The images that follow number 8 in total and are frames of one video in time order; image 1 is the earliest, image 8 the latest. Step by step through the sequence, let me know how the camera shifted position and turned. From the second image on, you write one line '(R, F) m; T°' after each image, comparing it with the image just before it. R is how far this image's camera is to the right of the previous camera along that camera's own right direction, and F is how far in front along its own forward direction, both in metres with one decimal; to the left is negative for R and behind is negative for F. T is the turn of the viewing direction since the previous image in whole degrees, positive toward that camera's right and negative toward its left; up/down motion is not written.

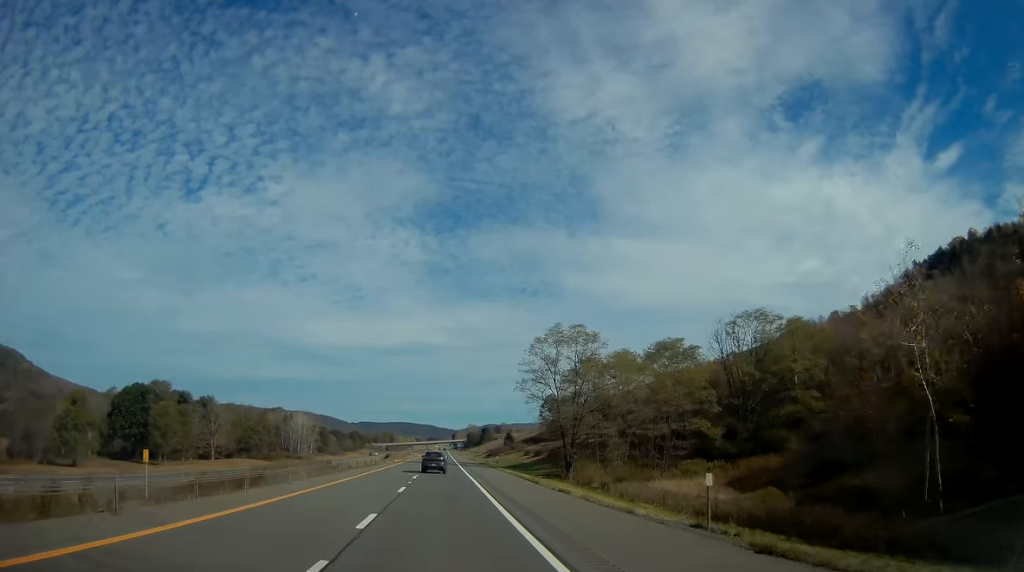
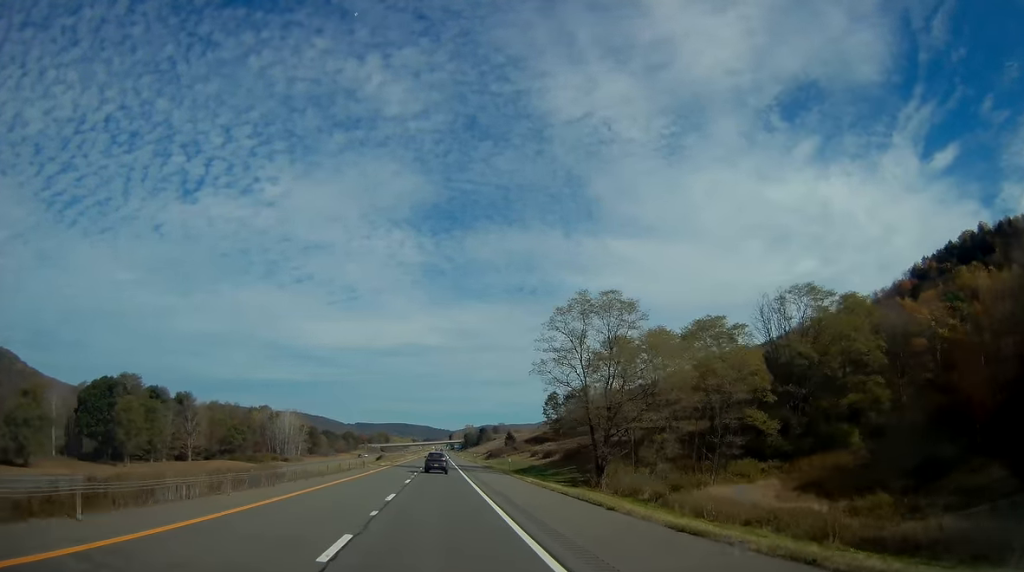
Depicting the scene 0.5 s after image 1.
(+0.1, +16.3) m; 0°
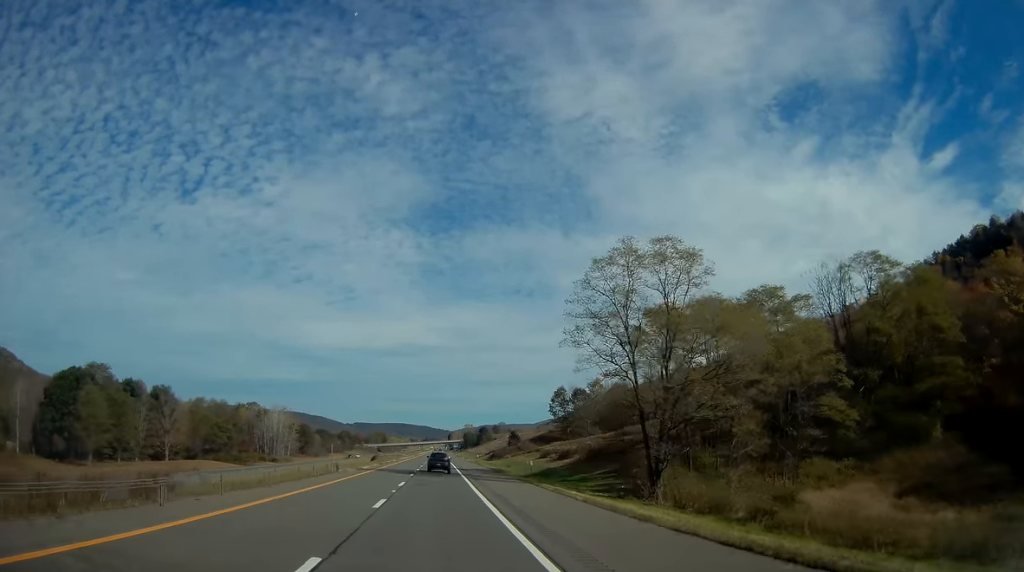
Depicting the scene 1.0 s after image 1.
(-0.1, +15.3) m; 0°
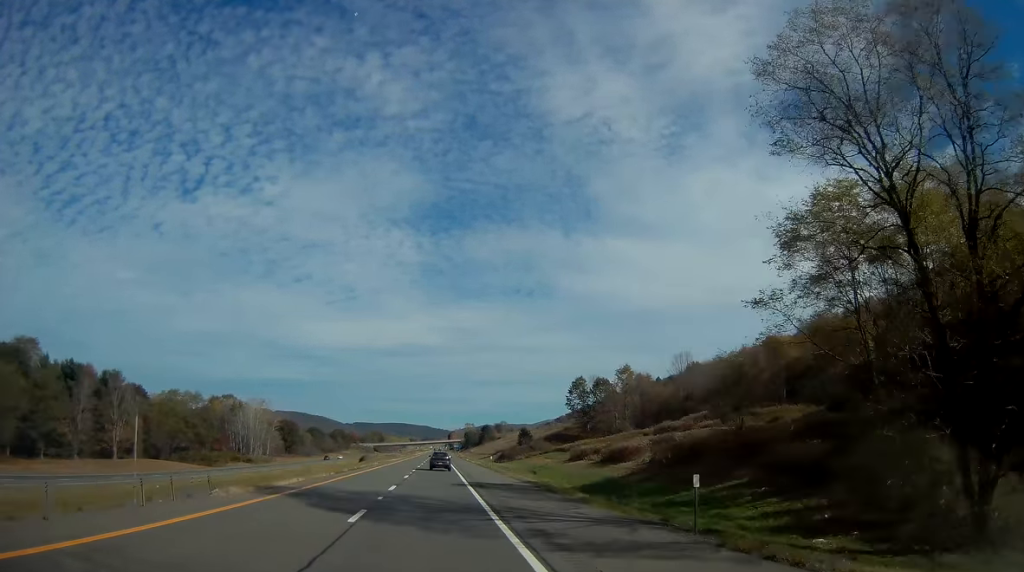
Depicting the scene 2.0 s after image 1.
(-0.1, +28.5) m; 0°
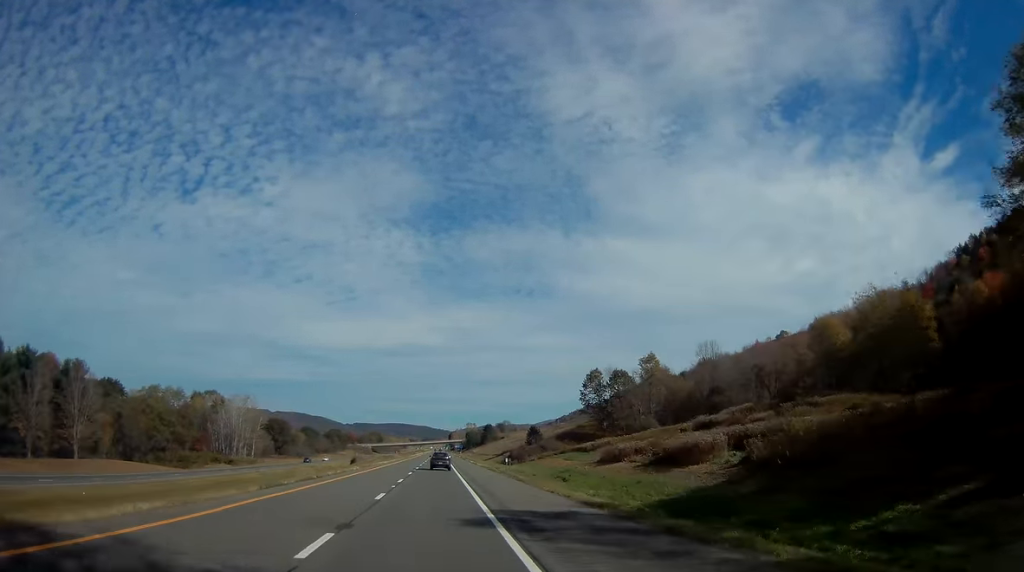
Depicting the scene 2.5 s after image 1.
(+0.1, +17.3) m; 0°
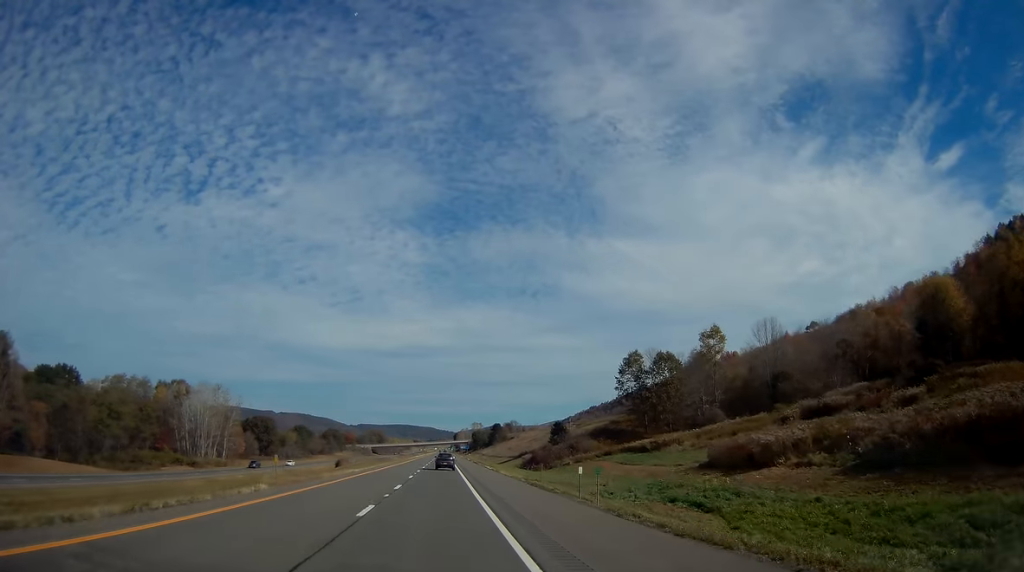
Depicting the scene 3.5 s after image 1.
(0.0, +29.5) m; -1°
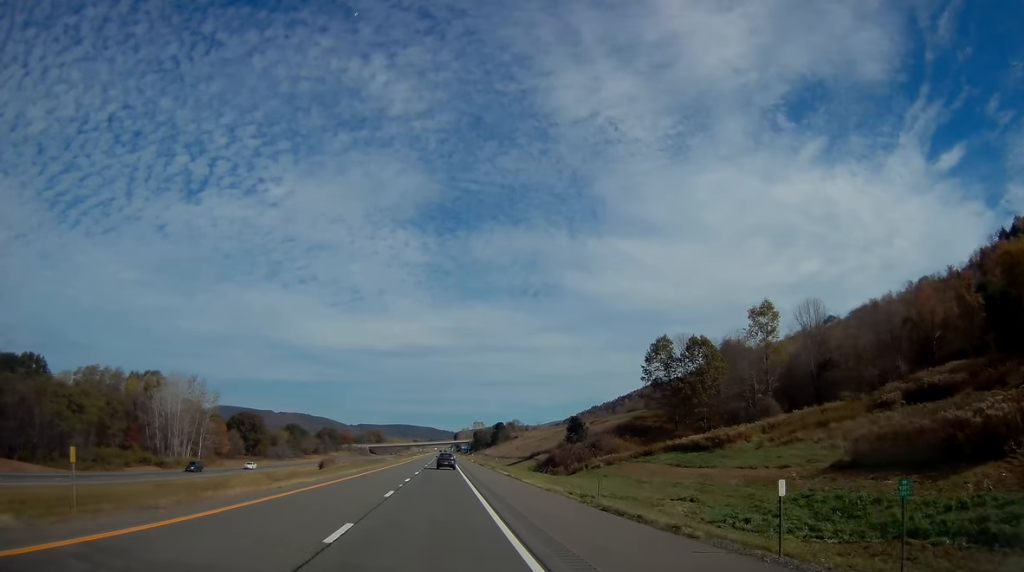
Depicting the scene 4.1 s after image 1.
(-0.1, +17.3) m; 0°
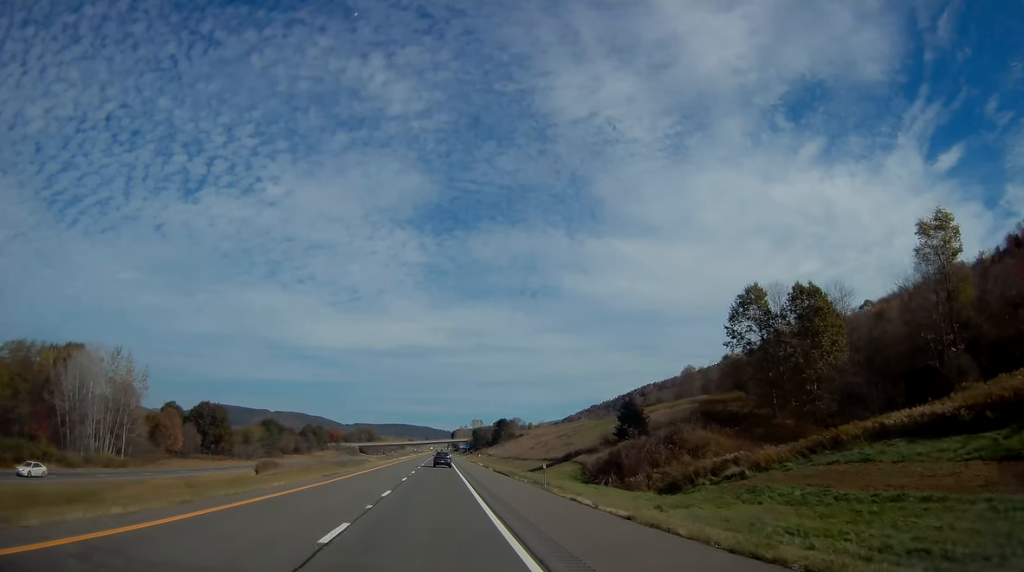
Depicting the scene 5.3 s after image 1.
(0.0, +36.7) m; 0°
